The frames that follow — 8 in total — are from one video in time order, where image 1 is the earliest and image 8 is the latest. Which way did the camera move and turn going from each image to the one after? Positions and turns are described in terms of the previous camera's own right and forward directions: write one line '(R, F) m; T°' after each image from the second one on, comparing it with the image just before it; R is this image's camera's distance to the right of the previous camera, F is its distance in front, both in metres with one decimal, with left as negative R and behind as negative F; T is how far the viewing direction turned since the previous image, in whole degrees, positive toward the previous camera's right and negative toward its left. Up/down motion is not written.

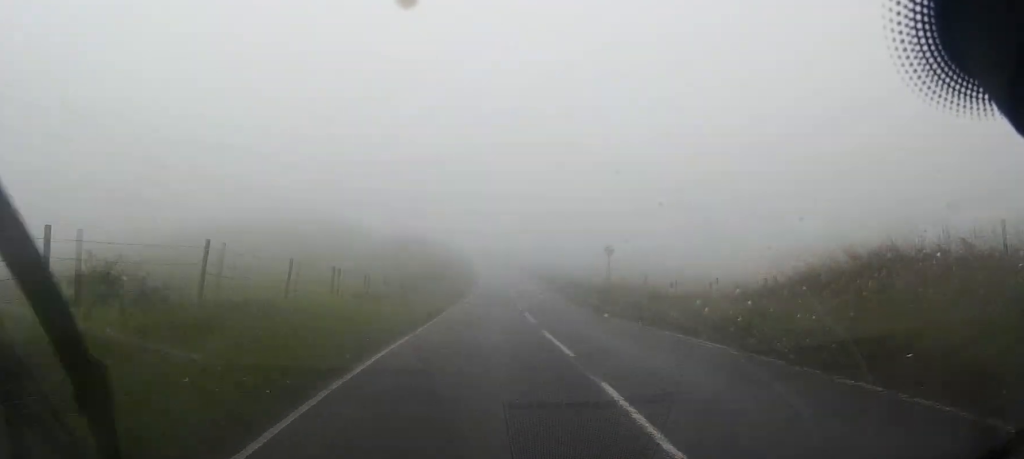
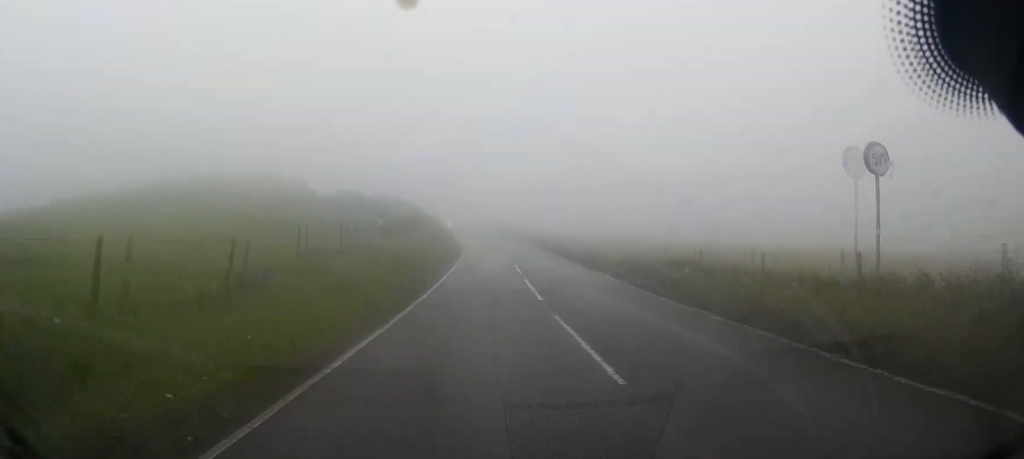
(+0.1, +22.6) m; 0°
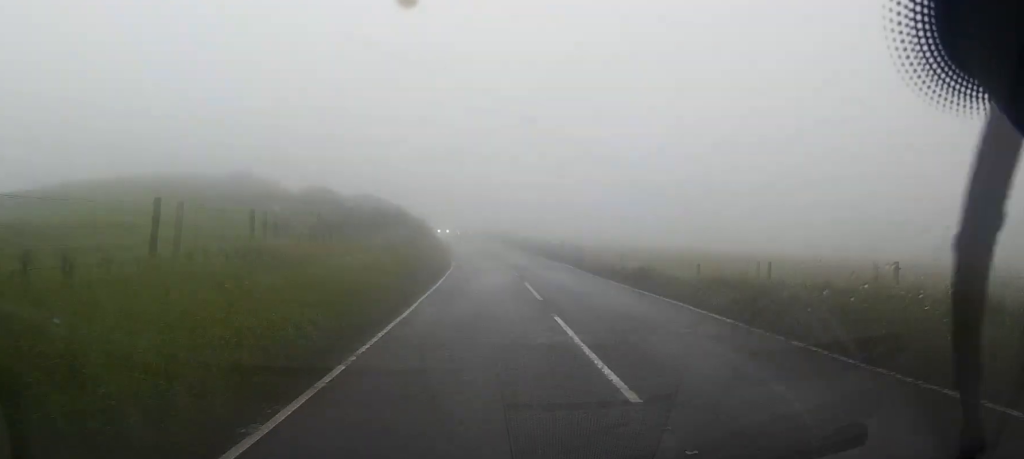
(-0.2, +10.0) m; 0°
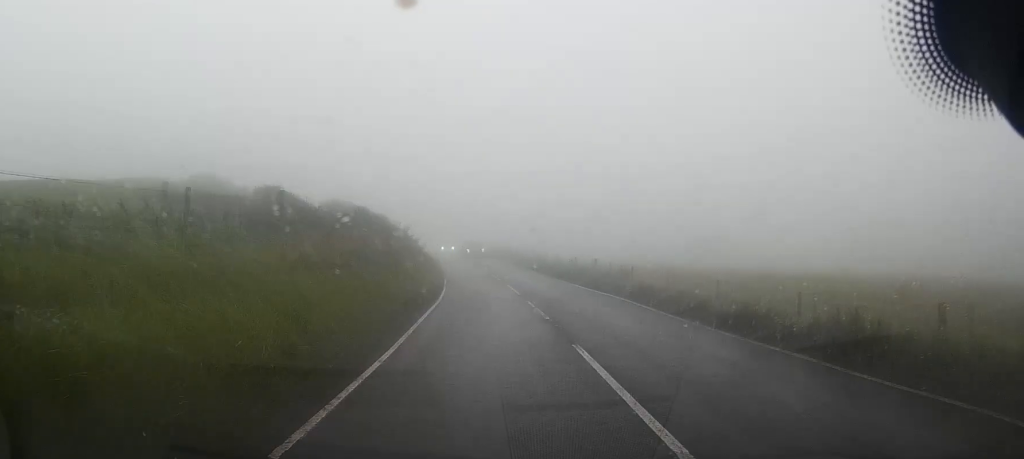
(+0.2, +10.8) m; 0°
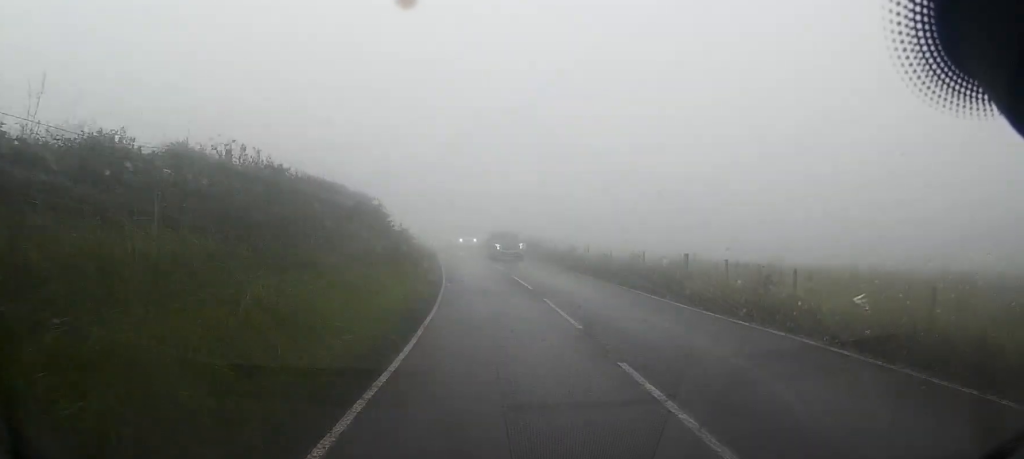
(+0.1, +12.3) m; -1°
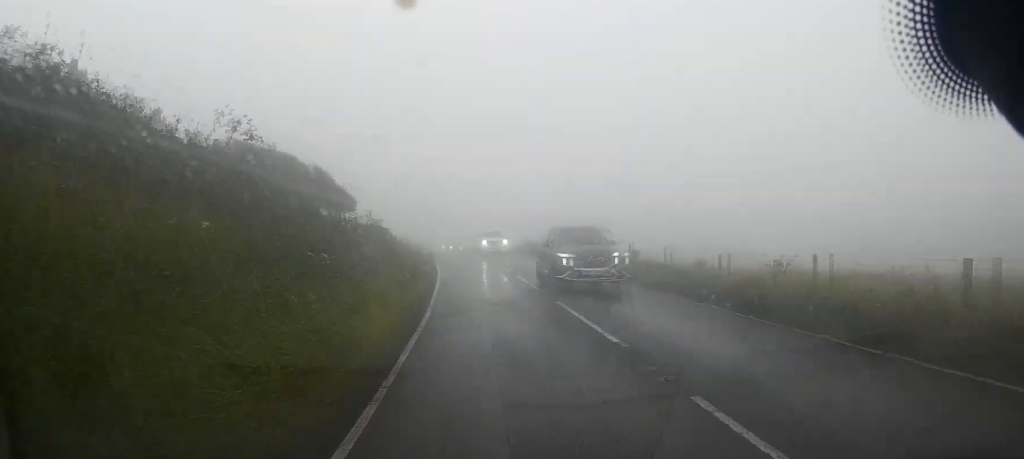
(-0.1, +11.5) m; -2°
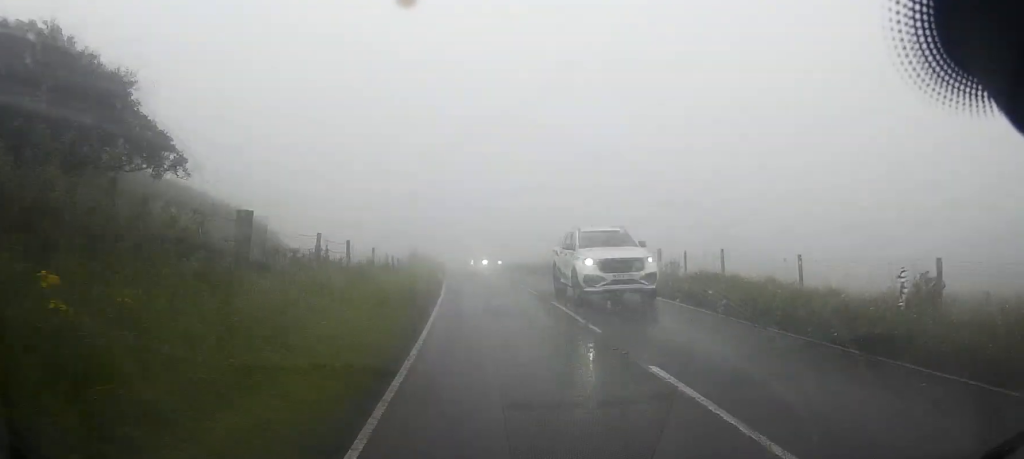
(-0.4, +16.0) m; -2°
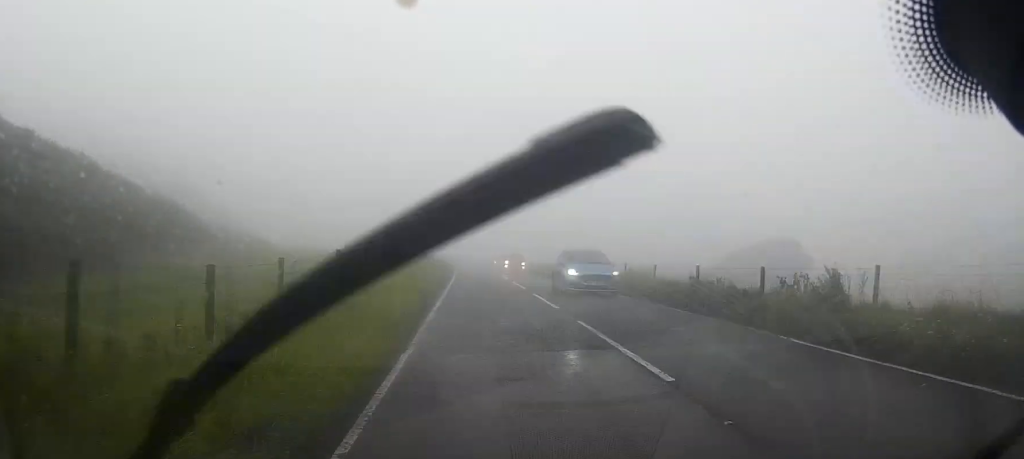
(-0.5, +21.6) m; -2°
